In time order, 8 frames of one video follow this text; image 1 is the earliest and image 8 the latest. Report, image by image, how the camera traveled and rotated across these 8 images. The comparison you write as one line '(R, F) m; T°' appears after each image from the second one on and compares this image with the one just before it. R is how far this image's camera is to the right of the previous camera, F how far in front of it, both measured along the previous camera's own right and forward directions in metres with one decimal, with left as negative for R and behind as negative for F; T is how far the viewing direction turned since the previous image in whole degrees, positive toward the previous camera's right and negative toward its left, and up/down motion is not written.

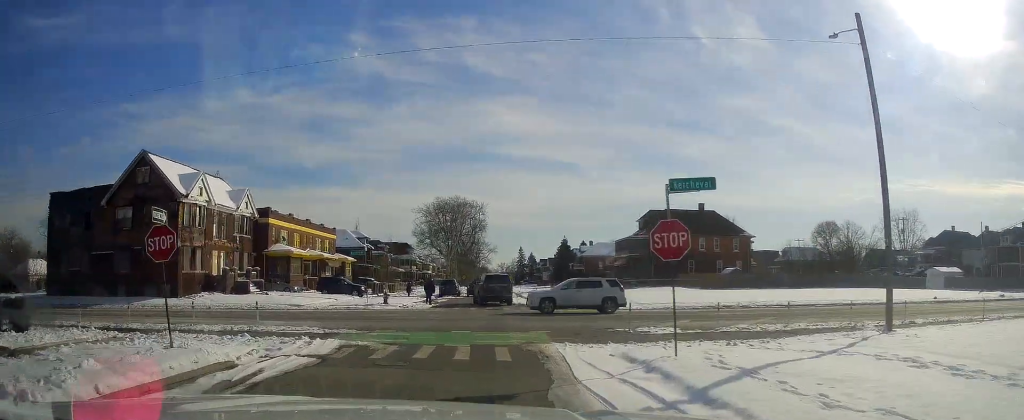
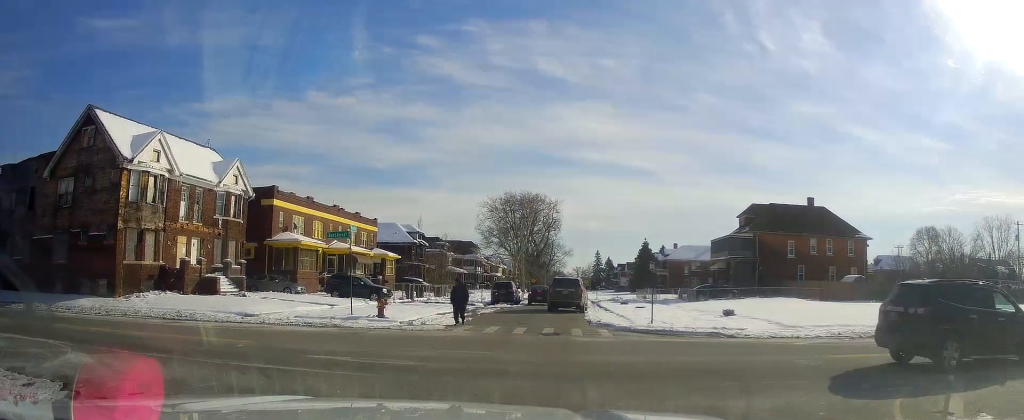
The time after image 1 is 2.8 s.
(-1.4, +17.2) m; -15°
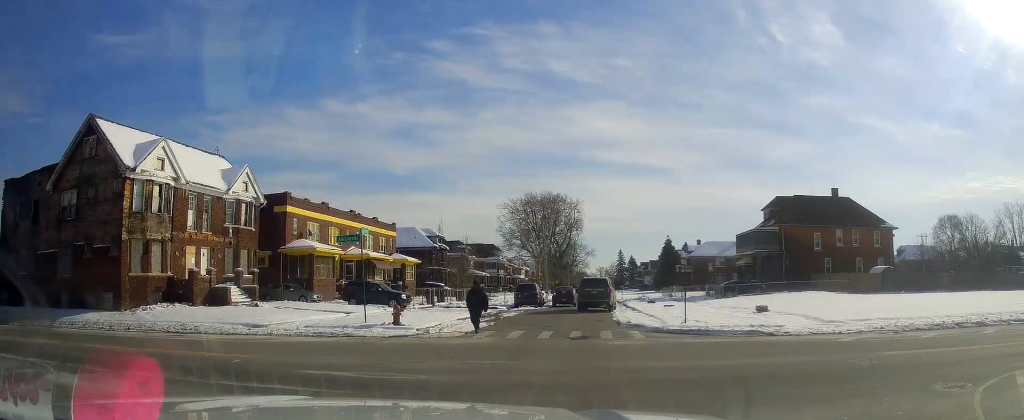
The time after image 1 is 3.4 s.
(+0.1, +2.1) m; -4°
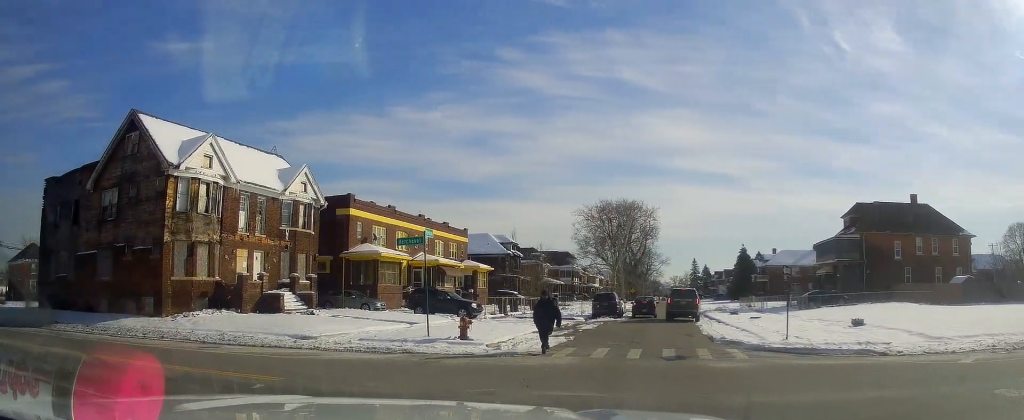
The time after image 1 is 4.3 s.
(-0.4, +2.8) m; -6°
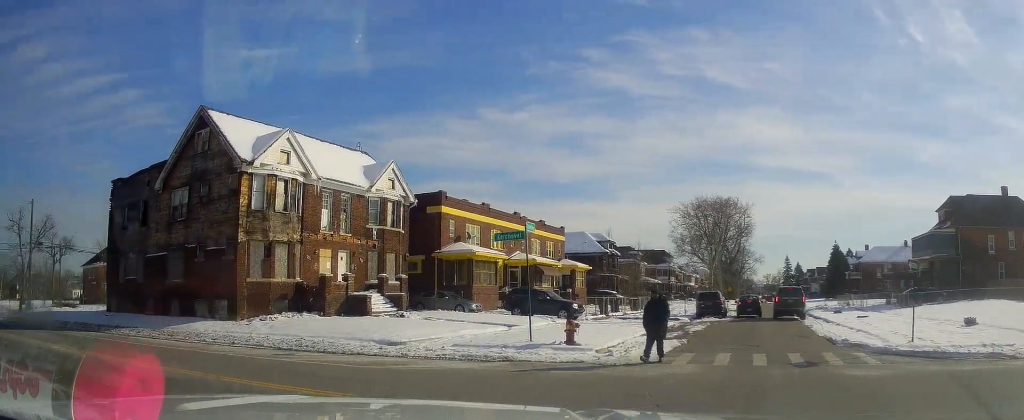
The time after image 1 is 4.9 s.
(+0.1, +1.5) m; -8°
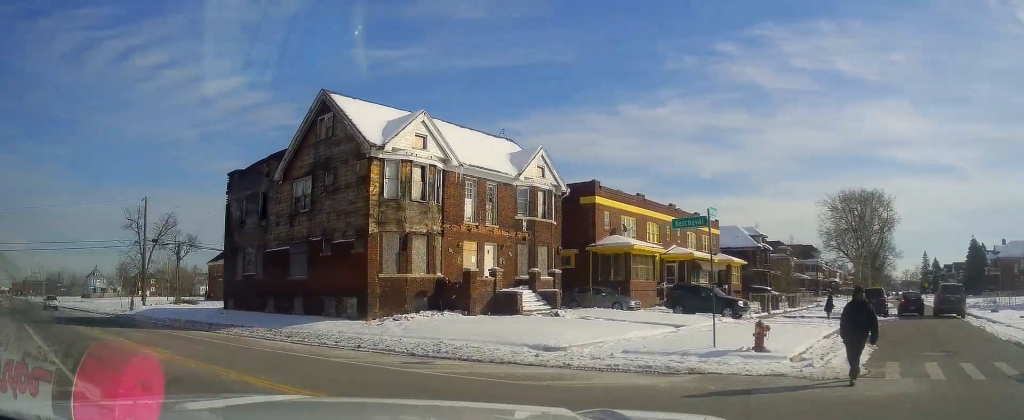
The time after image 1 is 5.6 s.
(-0.1, +1.9) m; -14°
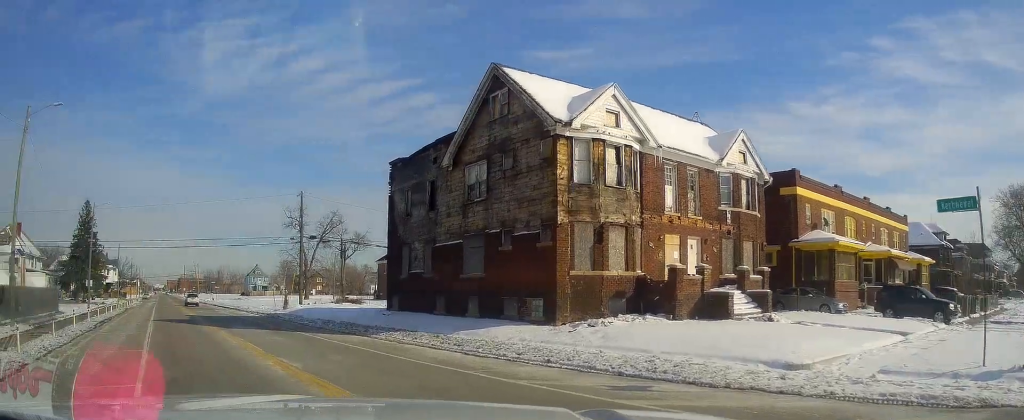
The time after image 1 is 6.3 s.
(-0.4, +2.4) m; -18°
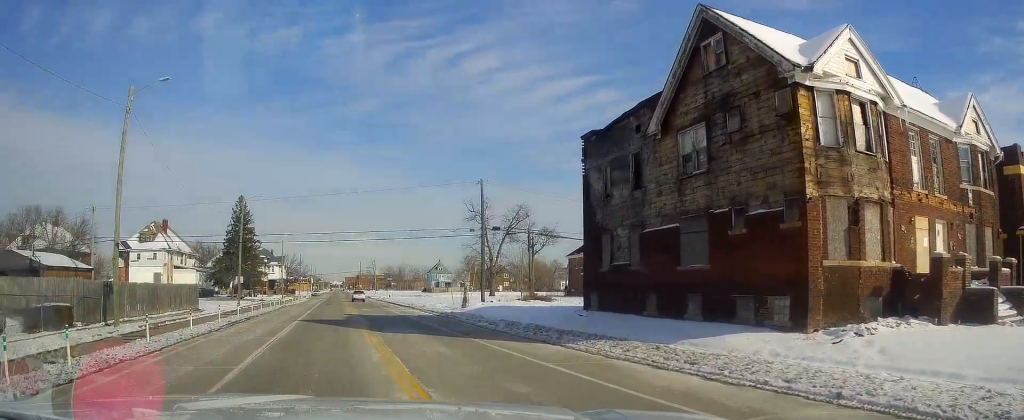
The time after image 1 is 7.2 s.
(-0.5, +4.0) m; -8°
